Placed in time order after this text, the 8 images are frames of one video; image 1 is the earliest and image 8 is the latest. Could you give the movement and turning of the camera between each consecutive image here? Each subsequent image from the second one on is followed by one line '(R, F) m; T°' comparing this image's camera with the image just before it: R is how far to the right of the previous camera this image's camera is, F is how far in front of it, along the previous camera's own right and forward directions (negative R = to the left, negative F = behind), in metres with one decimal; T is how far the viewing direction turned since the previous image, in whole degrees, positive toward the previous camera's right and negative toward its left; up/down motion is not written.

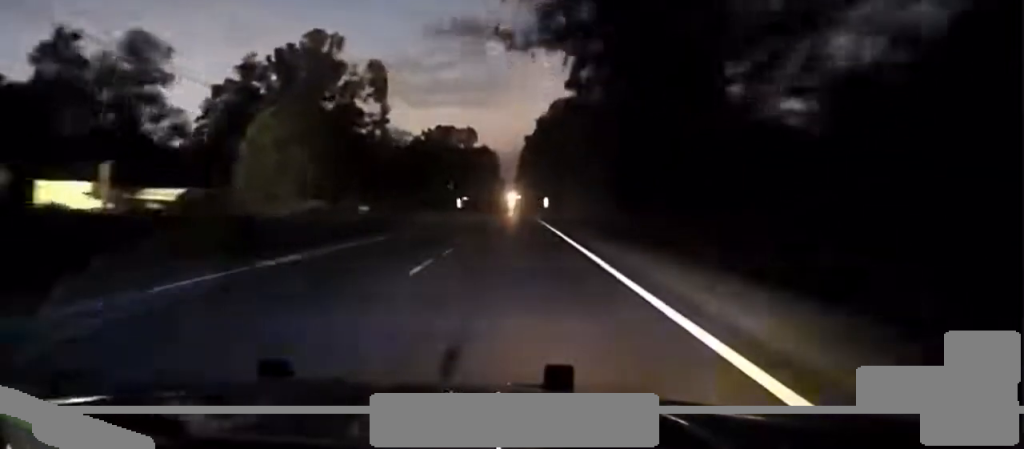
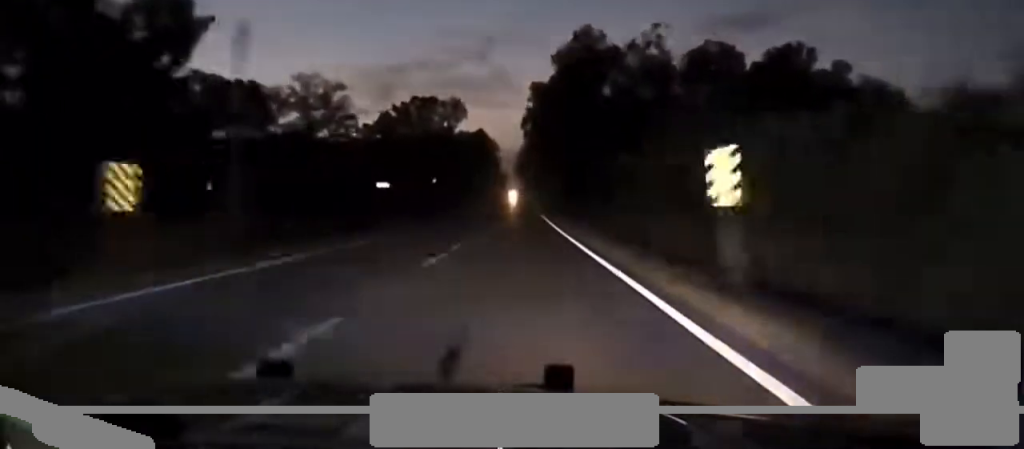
(-0.6, +98.7) m; 0°
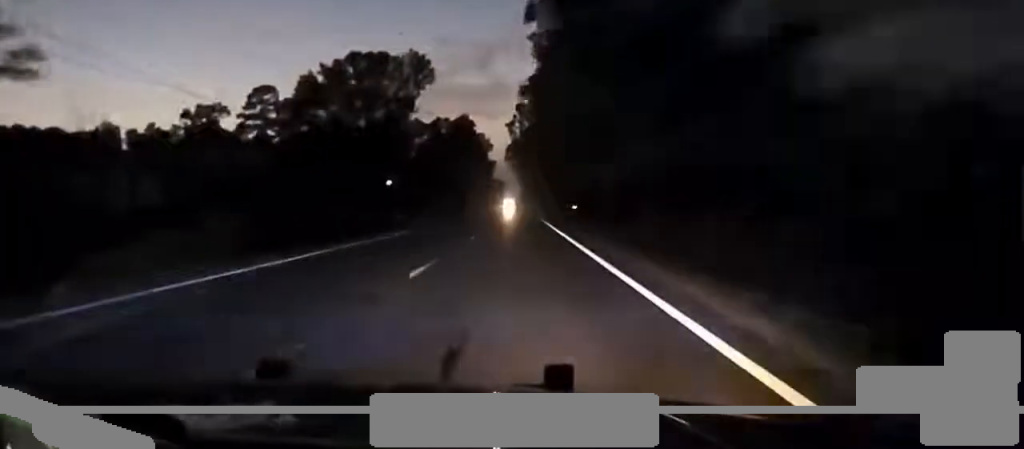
(+0.5, +94.5) m; 0°
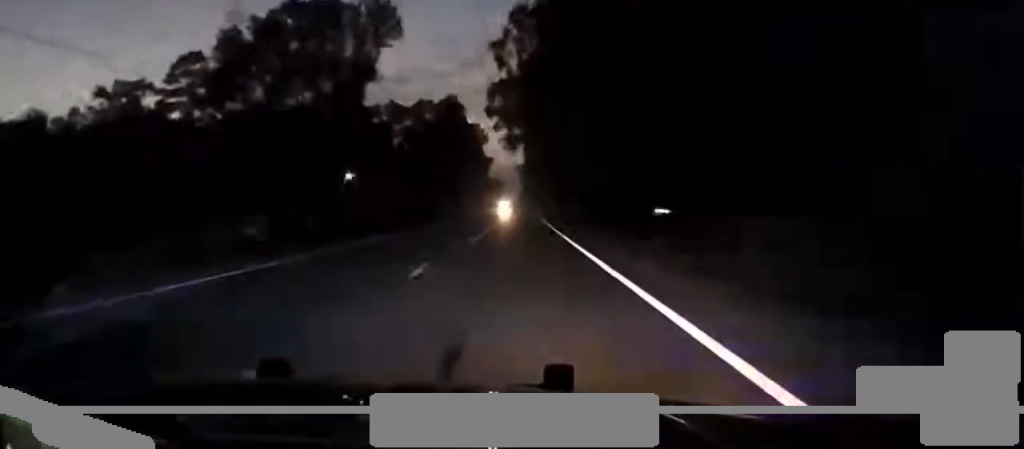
(-0.1, +42.5) m; 0°
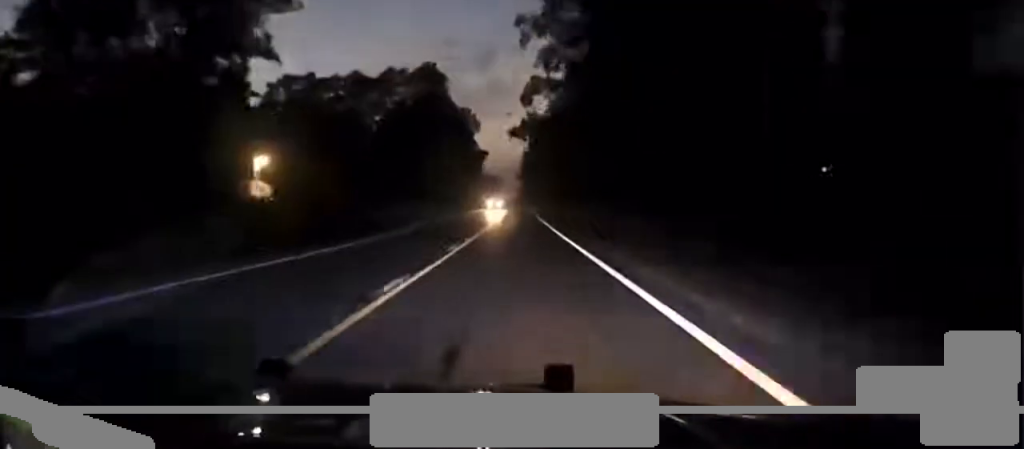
(-0.2, +48.2) m; 0°
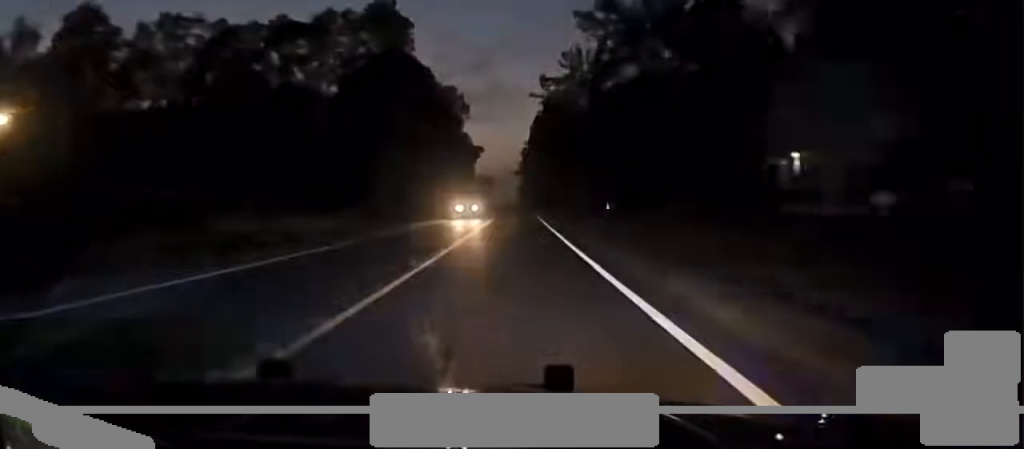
(+0.1, +59.0) m; 0°
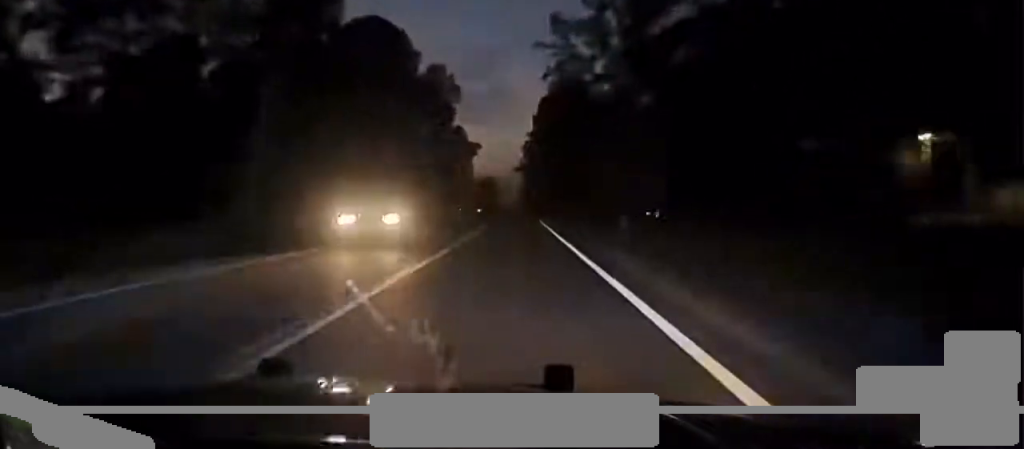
(+0.1, +42.5) m; 0°
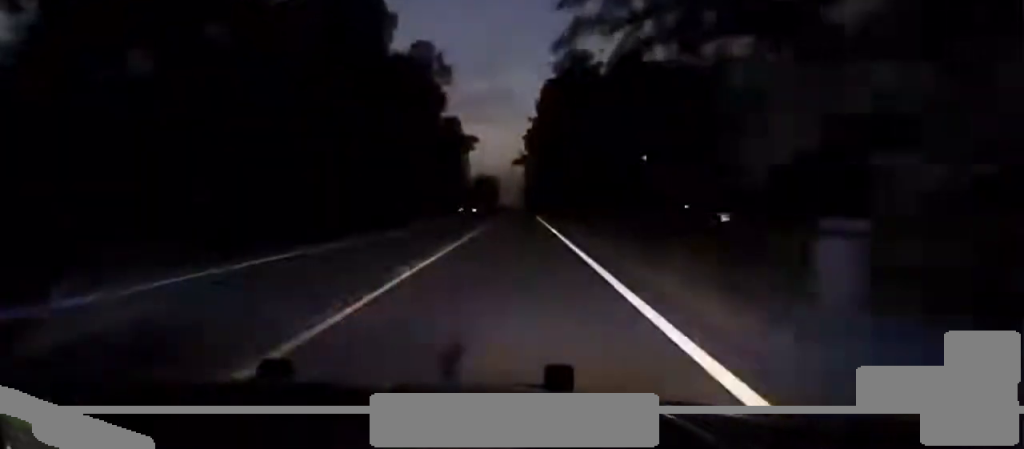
(0.0, +27.6) m; 0°
